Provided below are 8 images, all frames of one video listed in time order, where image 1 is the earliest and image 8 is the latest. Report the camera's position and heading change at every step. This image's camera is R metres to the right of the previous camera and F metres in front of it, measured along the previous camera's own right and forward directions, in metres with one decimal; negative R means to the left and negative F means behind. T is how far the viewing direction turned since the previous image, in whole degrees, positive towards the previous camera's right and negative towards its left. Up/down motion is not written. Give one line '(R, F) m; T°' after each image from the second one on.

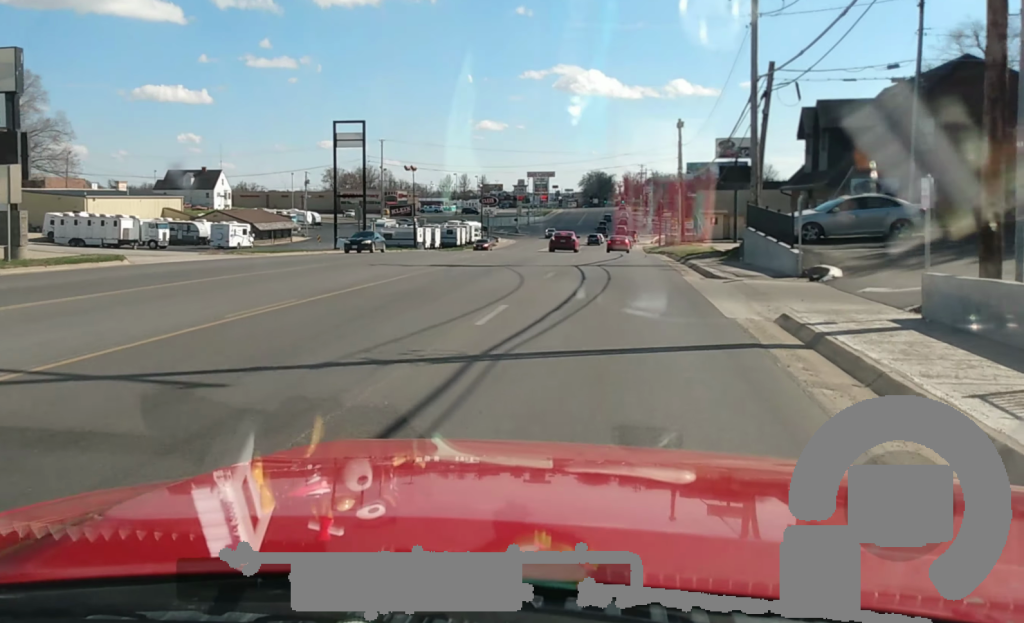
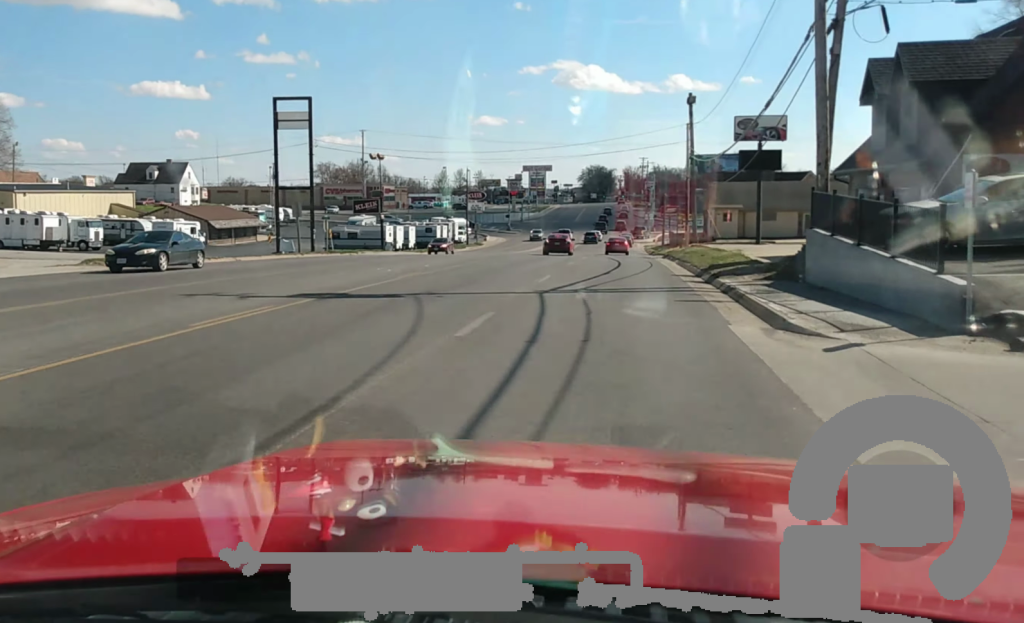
(0.0, +13.6) m; 0°
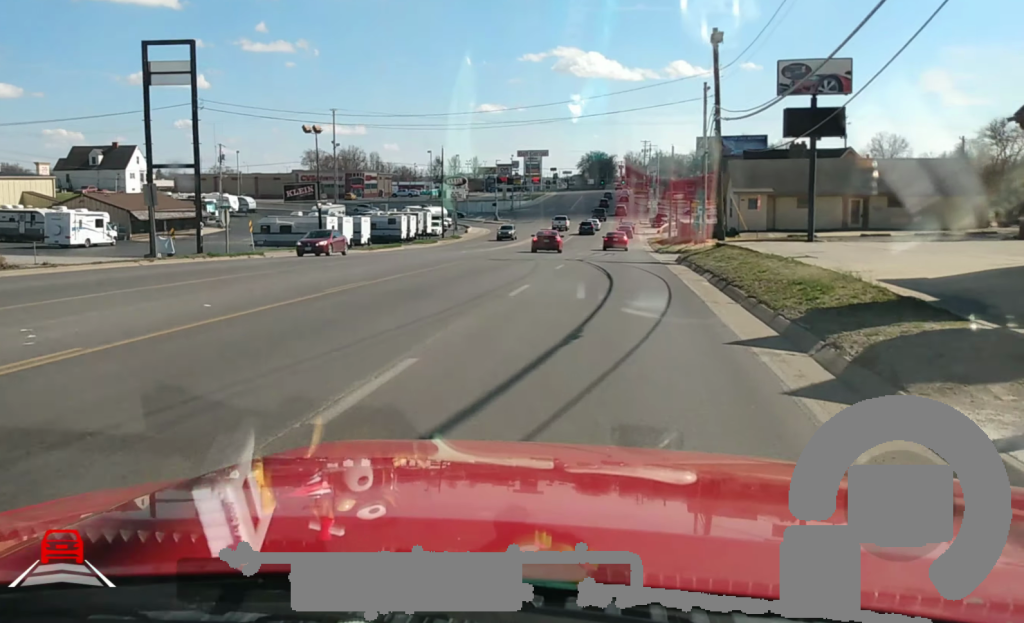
(0.0, +17.5) m; 0°
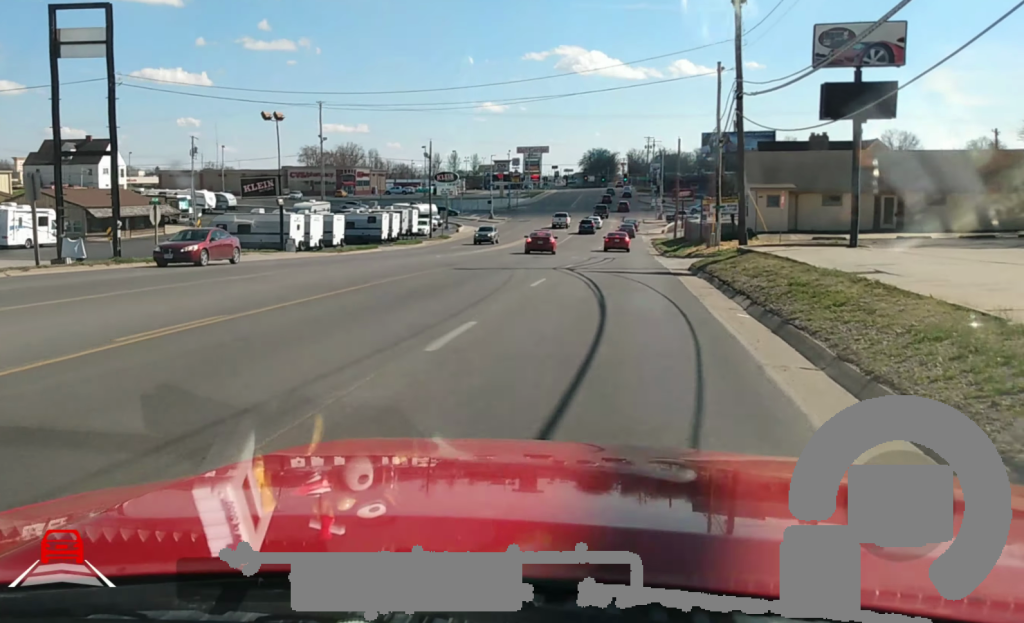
(0.0, +8.1) m; 0°
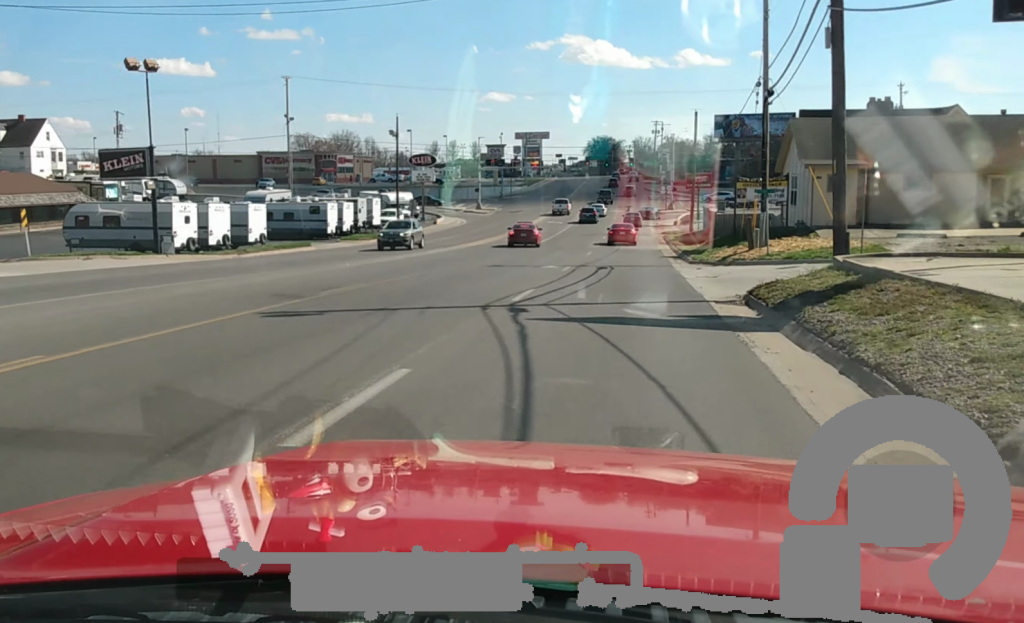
(0.0, +16.0) m; 0°
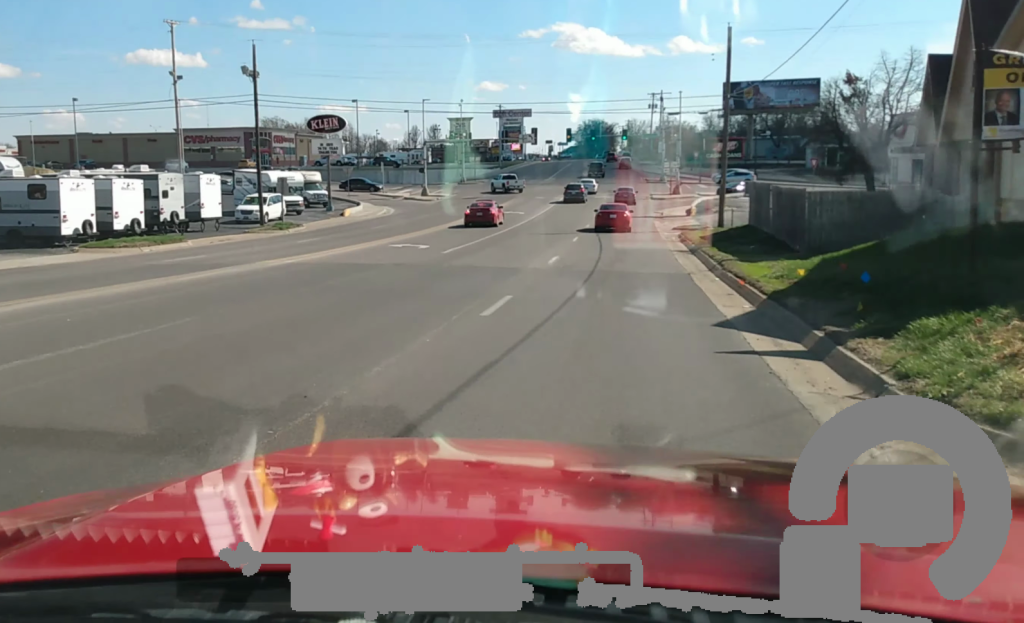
(0.0, +31.6) m; 0°
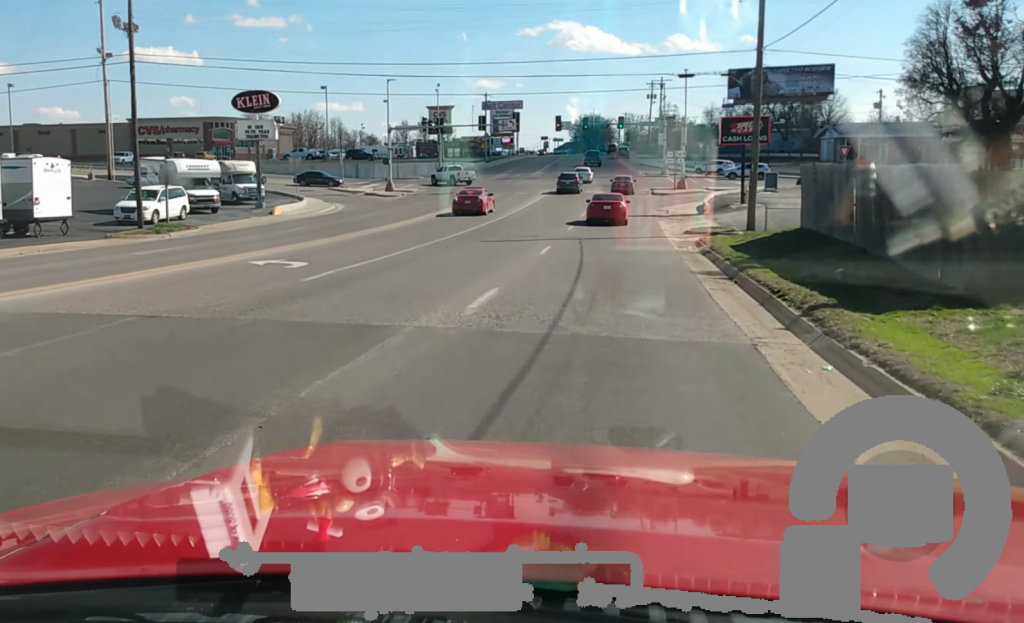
(0.0, +13.8) m; 0°
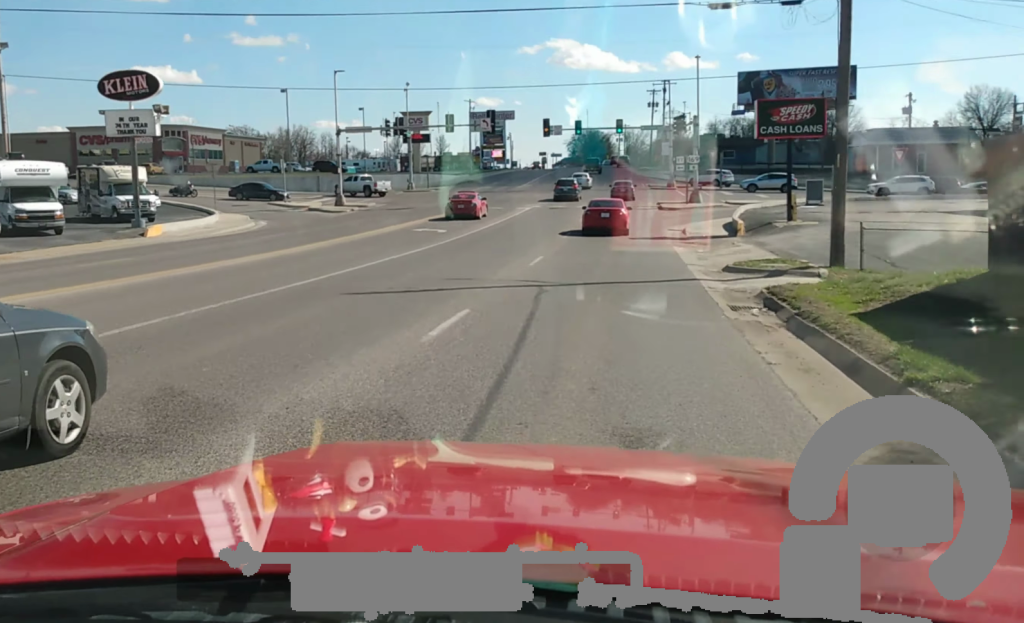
(-0.1, +15.0) m; 0°
